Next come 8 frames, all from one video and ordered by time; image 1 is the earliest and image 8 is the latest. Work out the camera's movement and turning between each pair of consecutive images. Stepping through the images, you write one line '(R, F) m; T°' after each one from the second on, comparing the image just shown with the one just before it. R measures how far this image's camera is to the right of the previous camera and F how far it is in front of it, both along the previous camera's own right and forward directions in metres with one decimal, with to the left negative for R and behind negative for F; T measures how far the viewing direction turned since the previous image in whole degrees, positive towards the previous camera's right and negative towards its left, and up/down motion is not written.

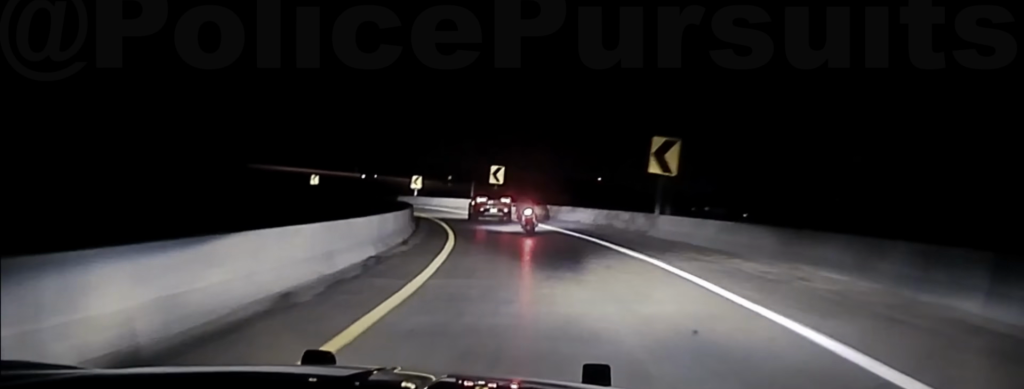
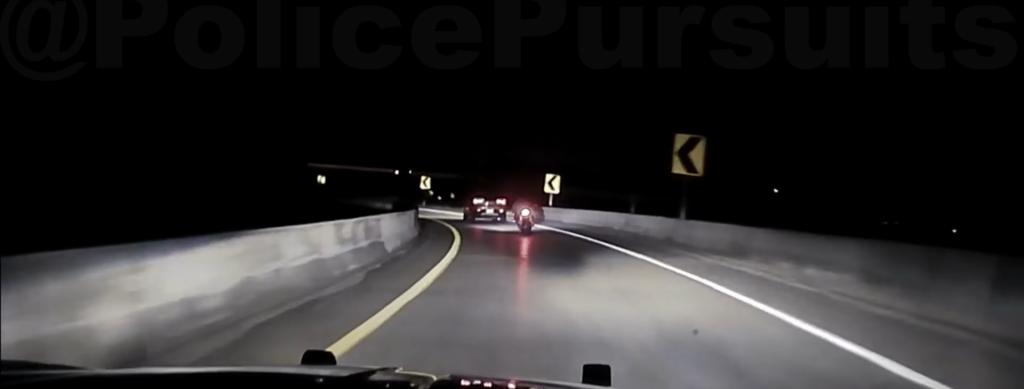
(-5.1, +43.9) m; -13°
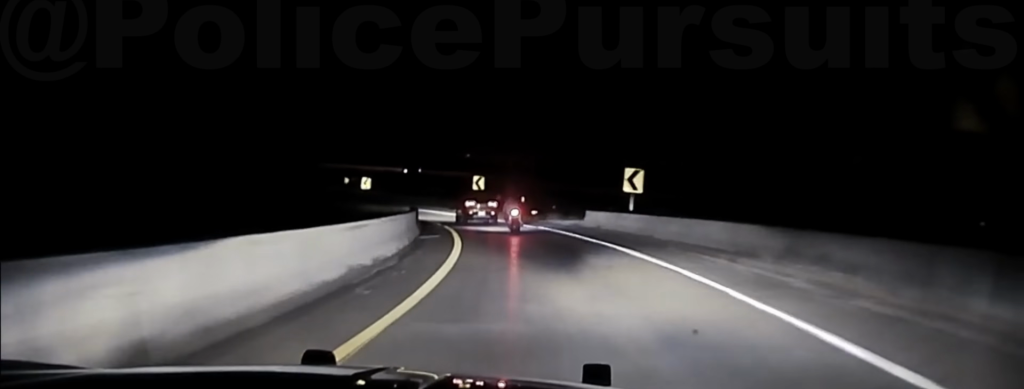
(-1.0, +18.2) m; -5°
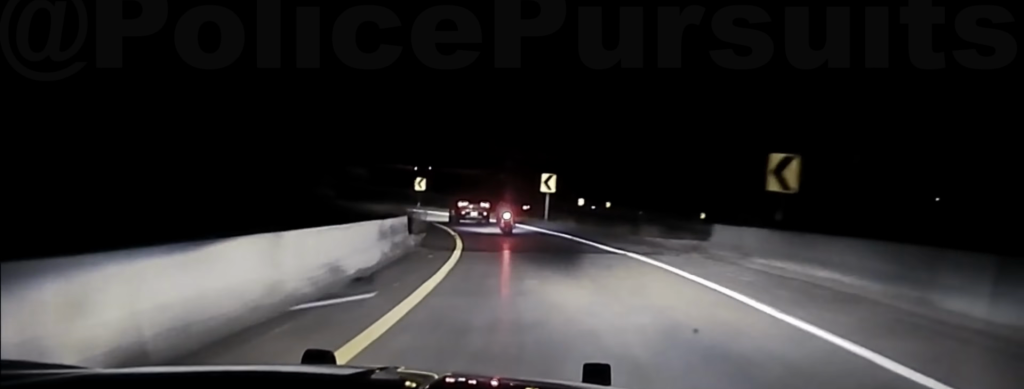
(-0.9, +19.0) m; -5°
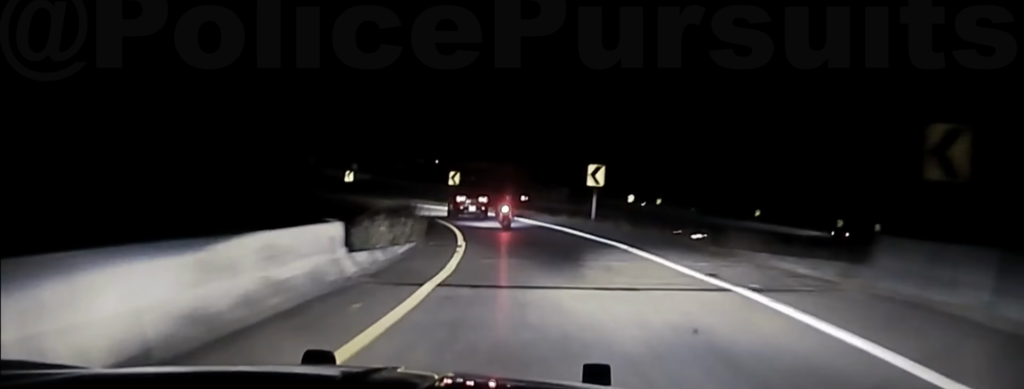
(-0.2, +8.6) m; -3°
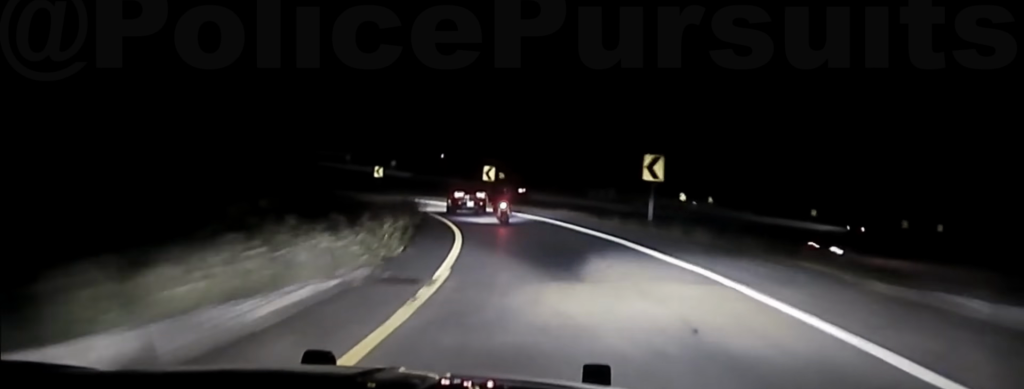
(-0.2, +8.7) m; -3°
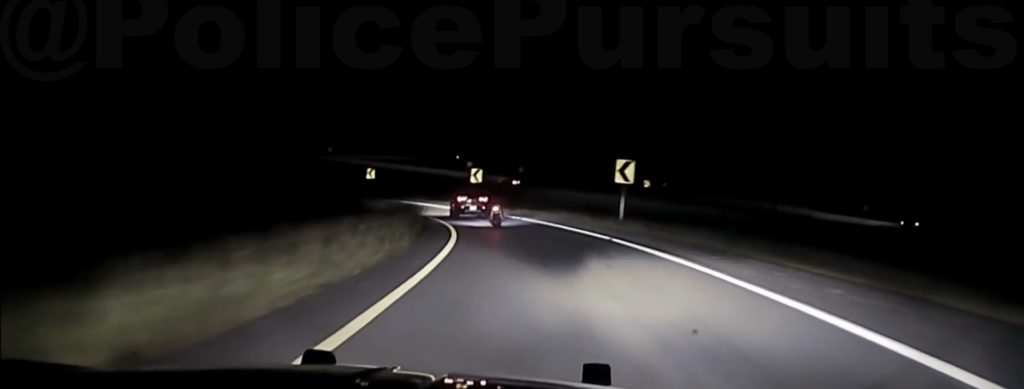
(-2.2, +27.7) m; -9°
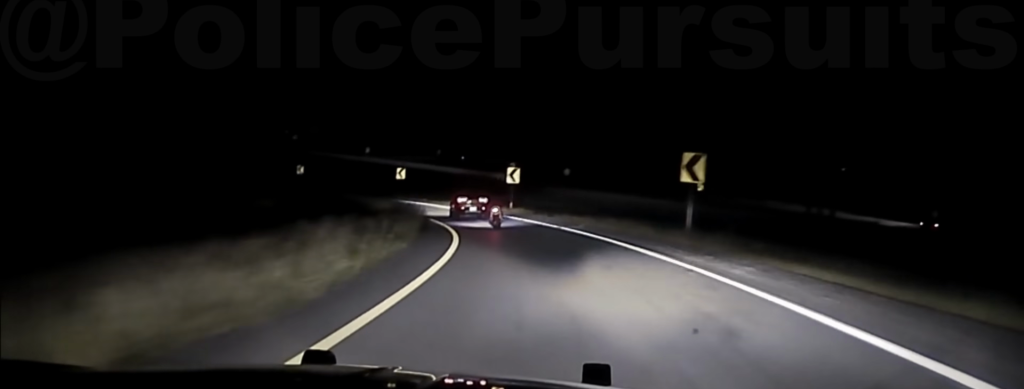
(-0.1, +10.0) m; -3°
